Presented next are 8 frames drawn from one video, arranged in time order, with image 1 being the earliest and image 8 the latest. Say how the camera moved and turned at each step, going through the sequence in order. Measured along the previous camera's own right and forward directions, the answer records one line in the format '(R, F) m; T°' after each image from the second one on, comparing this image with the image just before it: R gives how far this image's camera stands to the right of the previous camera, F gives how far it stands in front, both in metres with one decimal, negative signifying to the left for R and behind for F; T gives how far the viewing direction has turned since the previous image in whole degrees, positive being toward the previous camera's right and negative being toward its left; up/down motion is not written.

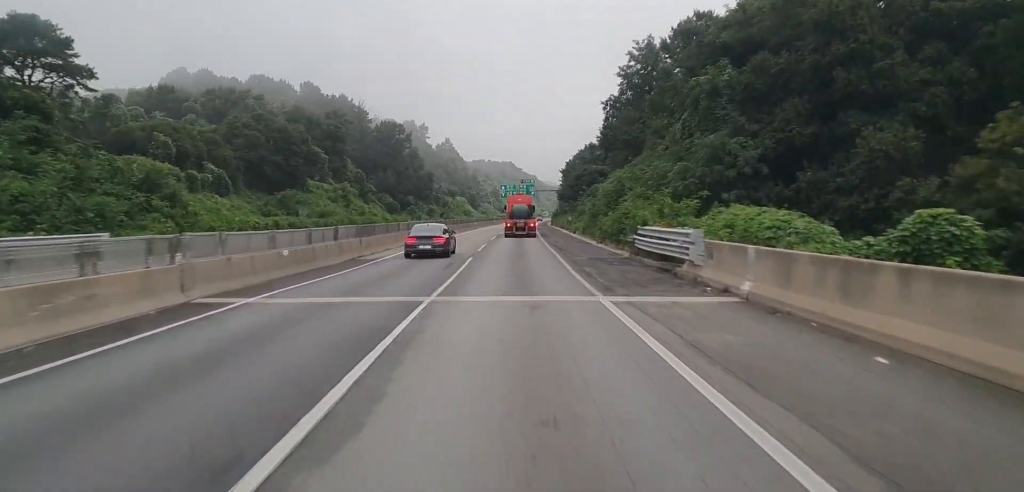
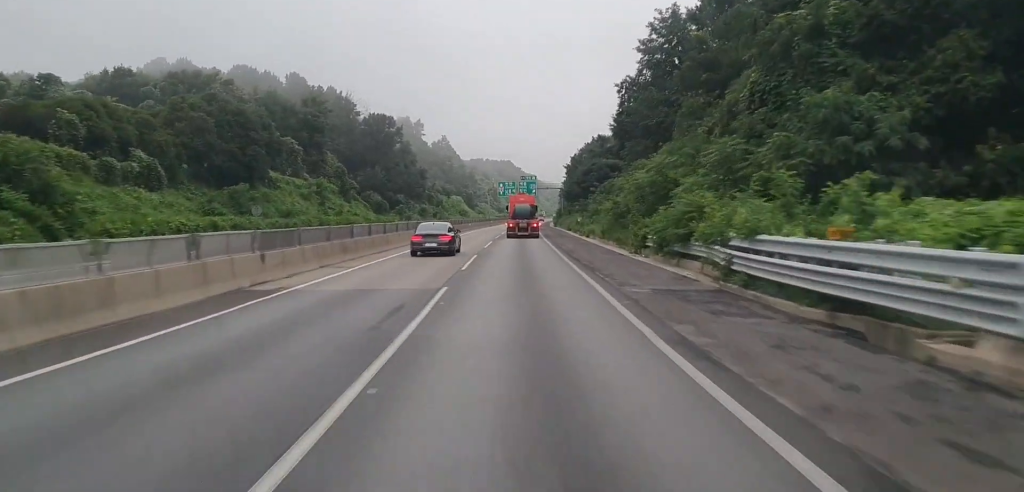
(+0.2, +14.1) m; 0°
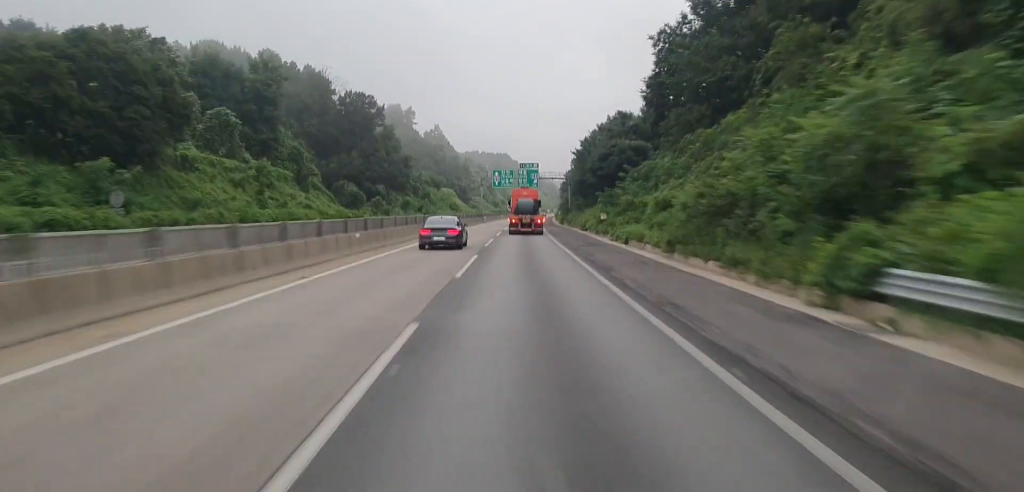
(+0.2, +22.7) m; 0°
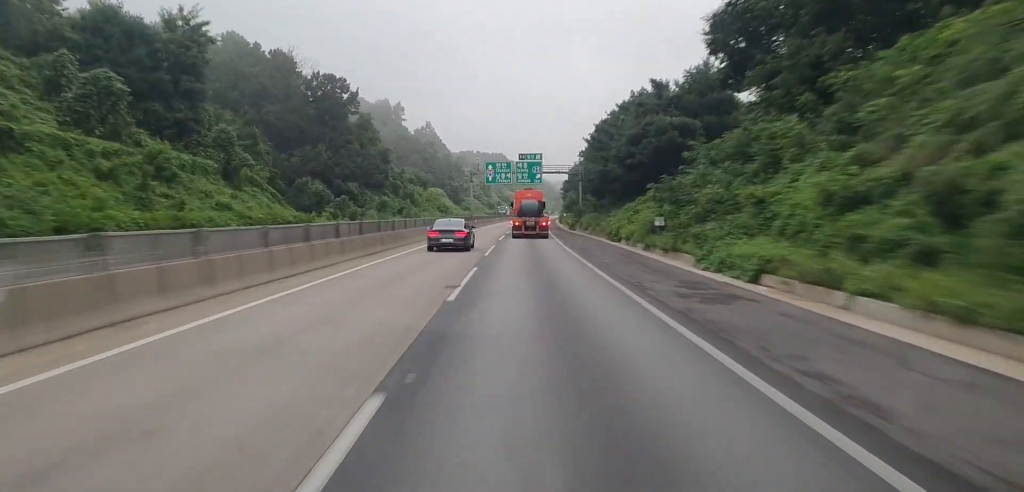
(0.0, +22.9) m; 0°
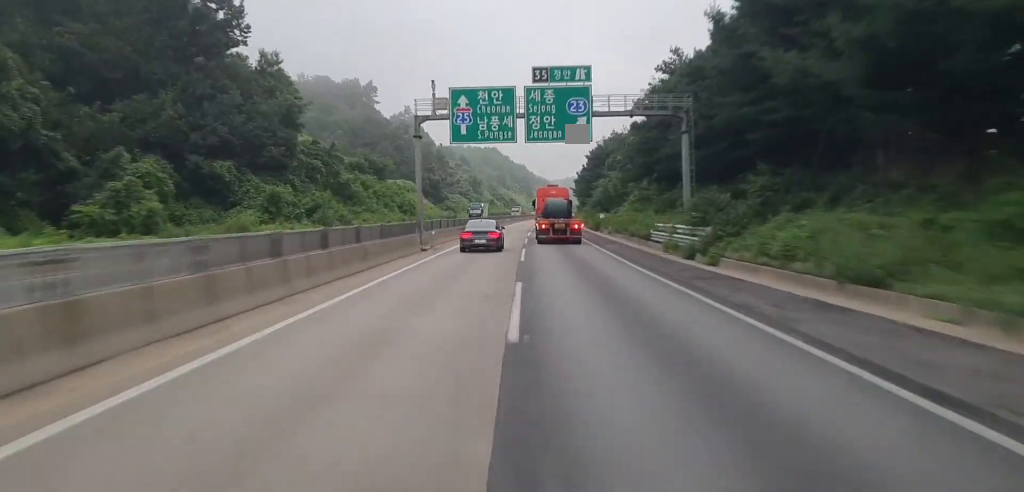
(+0.3, +56.3) m; +1°
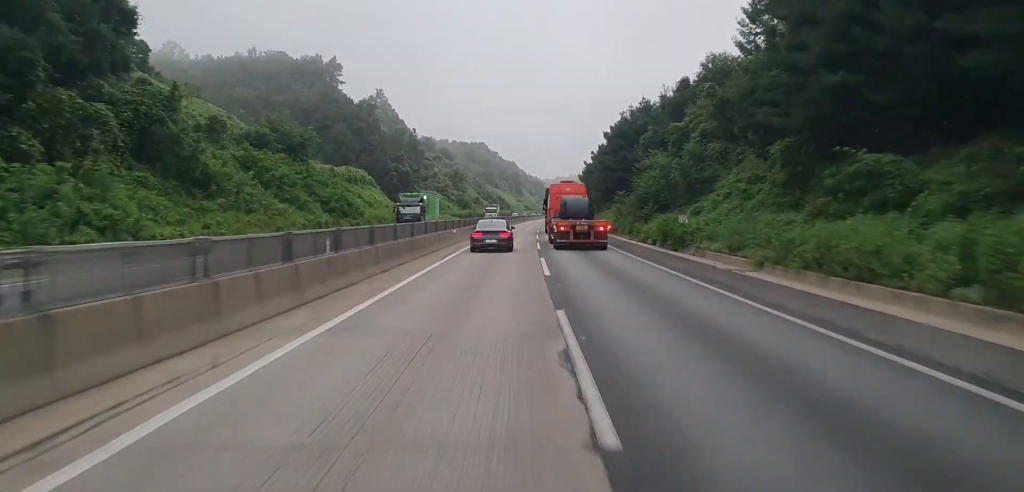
(+0.2, +40.5) m; +1°
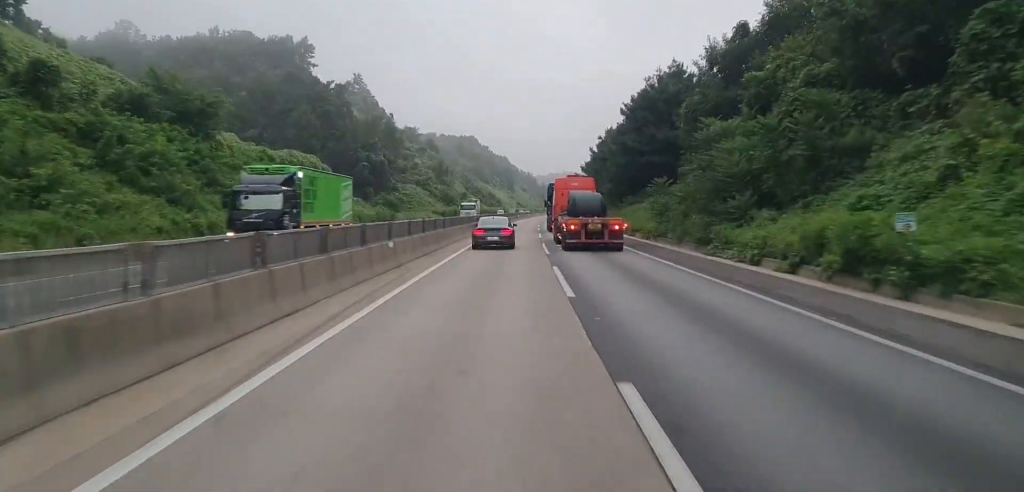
(+0.1, +22.9) m; +1°
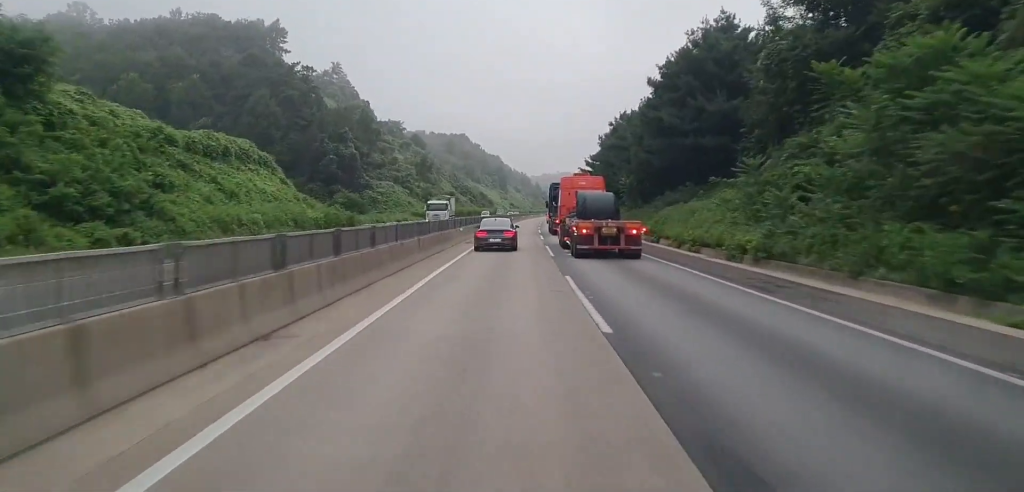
(+0.2, +20.0) m; +1°
